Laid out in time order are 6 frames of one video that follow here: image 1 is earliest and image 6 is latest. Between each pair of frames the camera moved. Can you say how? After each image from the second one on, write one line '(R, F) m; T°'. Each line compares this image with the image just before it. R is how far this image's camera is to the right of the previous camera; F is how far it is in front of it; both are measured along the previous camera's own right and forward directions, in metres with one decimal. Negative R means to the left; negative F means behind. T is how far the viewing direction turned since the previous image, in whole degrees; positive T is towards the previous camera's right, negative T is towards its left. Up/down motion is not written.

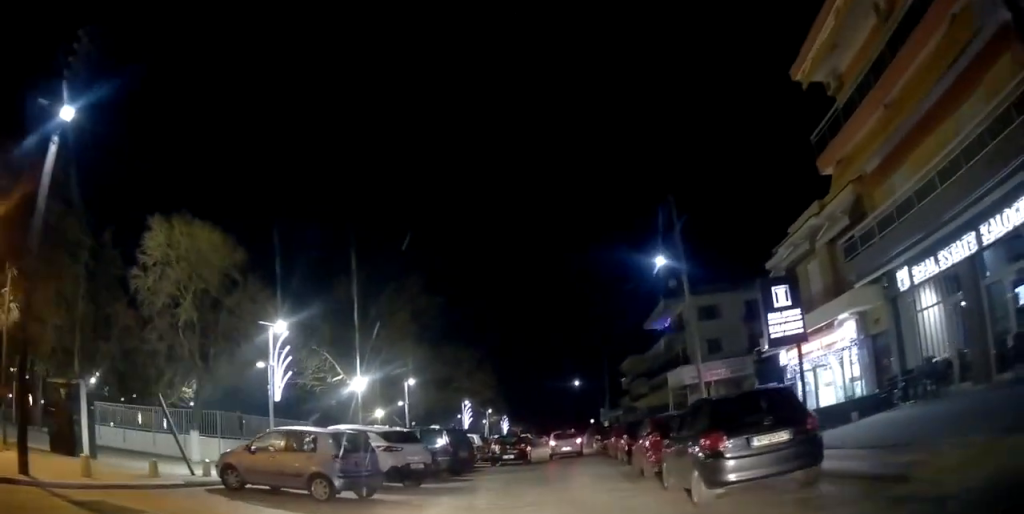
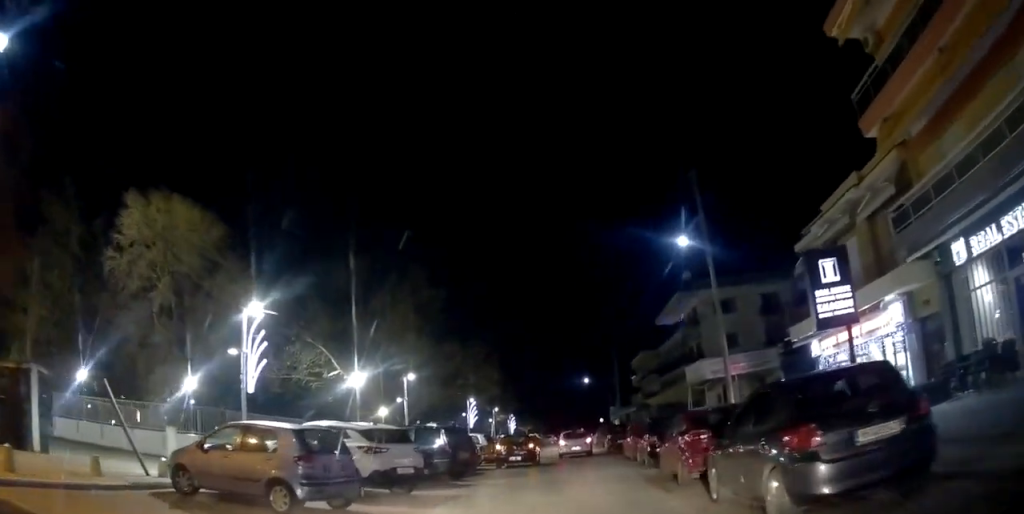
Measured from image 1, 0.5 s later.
(0.0, +2.2) m; 0°
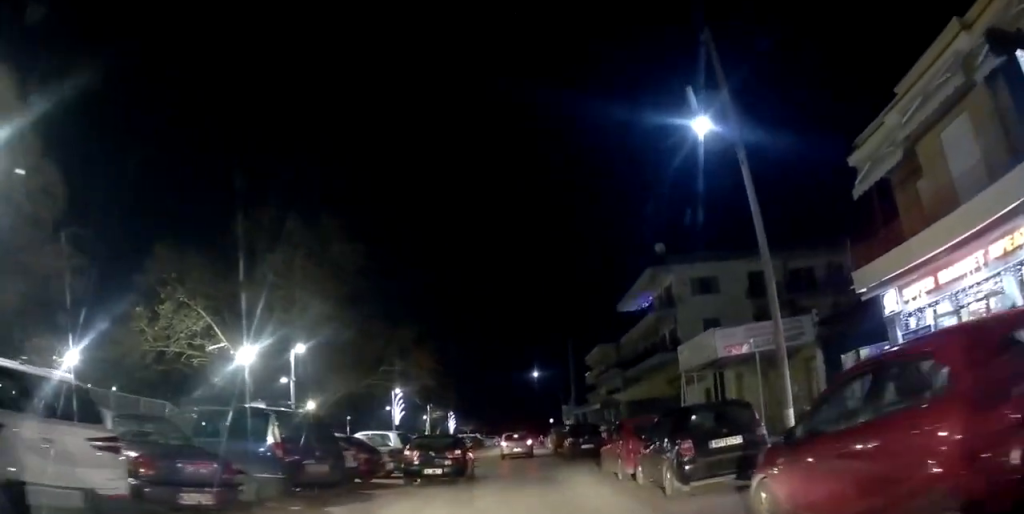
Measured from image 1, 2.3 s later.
(+0.7, +7.9) m; +5°
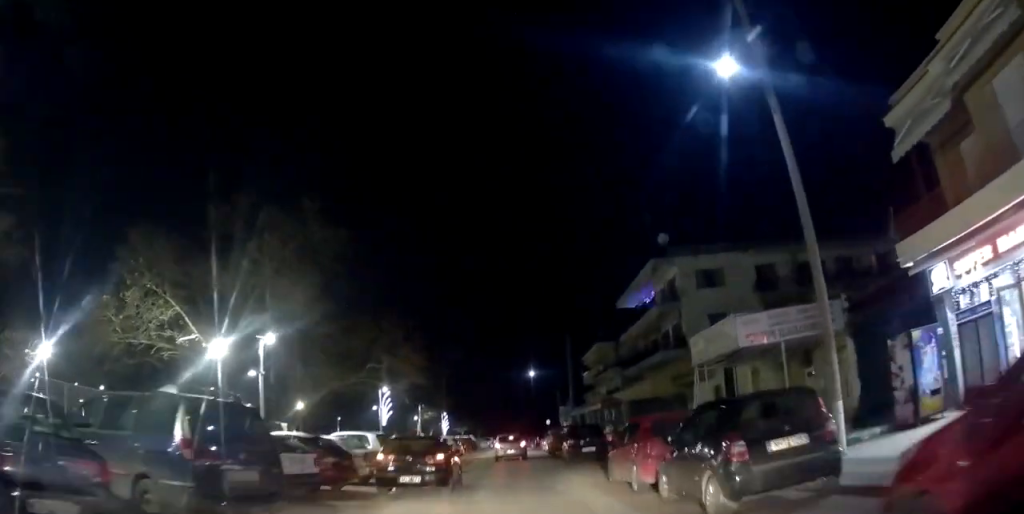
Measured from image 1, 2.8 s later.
(0.0, +2.2) m; -1°
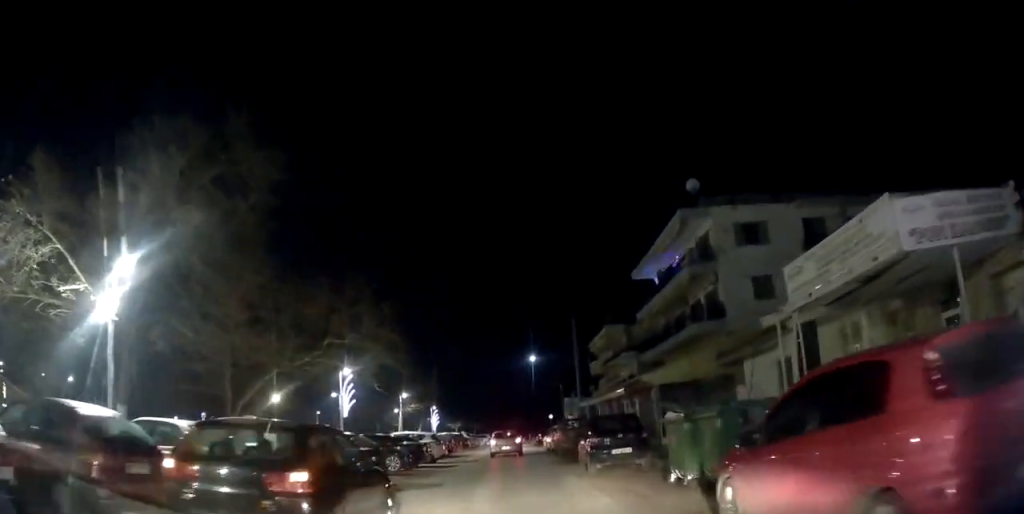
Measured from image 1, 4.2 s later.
(-0.5, +7.9) m; 0°
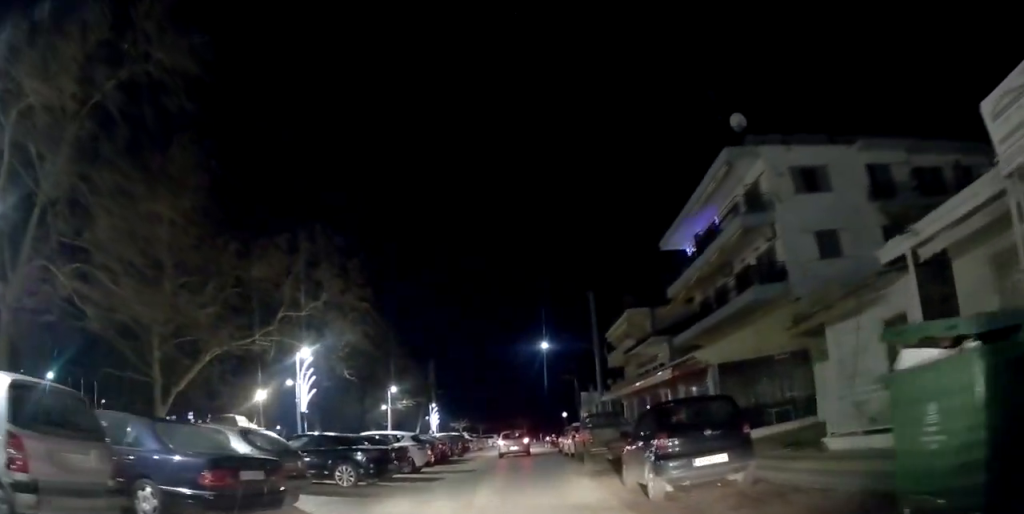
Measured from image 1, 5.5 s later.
(+0.4, +7.1) m; +1°
